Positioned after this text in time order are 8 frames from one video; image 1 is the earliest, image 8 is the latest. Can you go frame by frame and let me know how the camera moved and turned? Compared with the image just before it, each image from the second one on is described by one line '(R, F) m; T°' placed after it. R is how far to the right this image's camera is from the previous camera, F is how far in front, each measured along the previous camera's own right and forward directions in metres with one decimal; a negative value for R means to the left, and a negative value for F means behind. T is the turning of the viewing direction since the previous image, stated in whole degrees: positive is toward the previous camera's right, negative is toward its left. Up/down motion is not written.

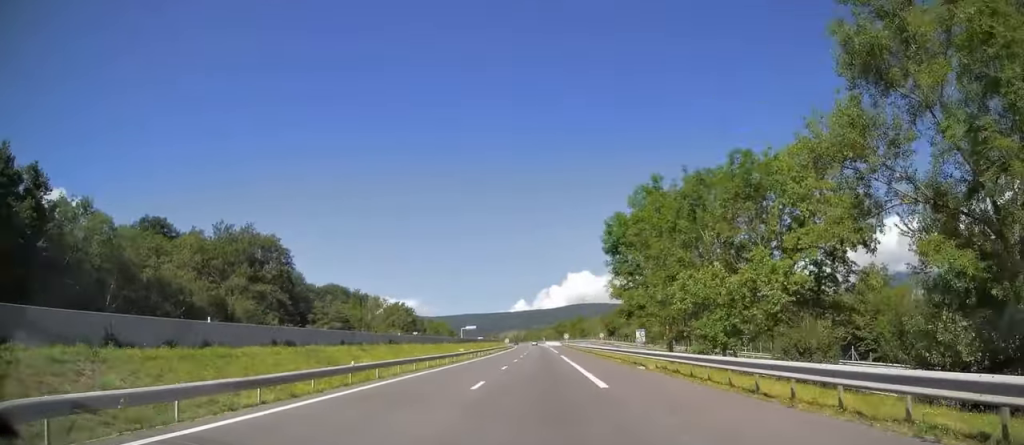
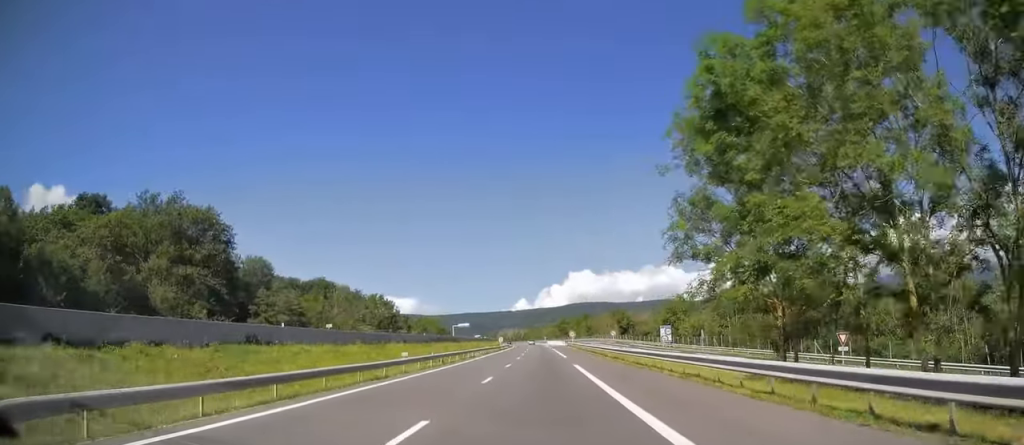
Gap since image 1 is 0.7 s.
(0.0, +22.9) m; 0°
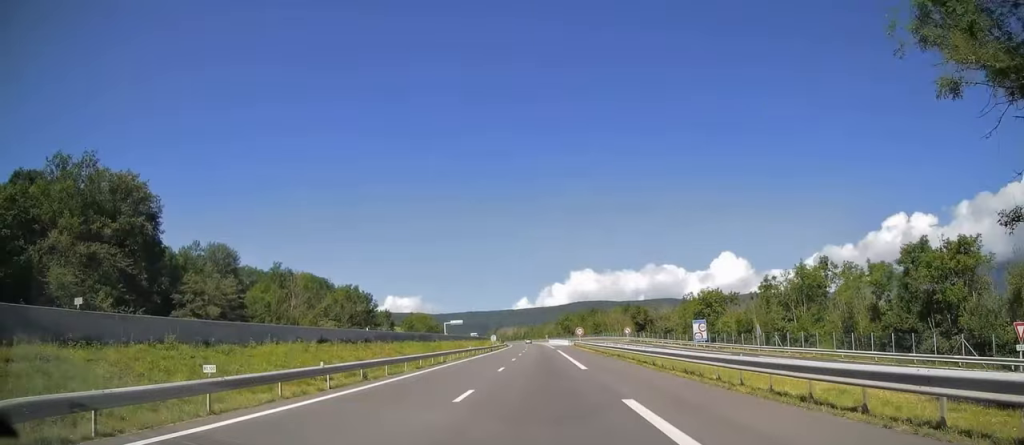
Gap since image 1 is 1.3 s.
(-0.1, +19.8) m; 0°
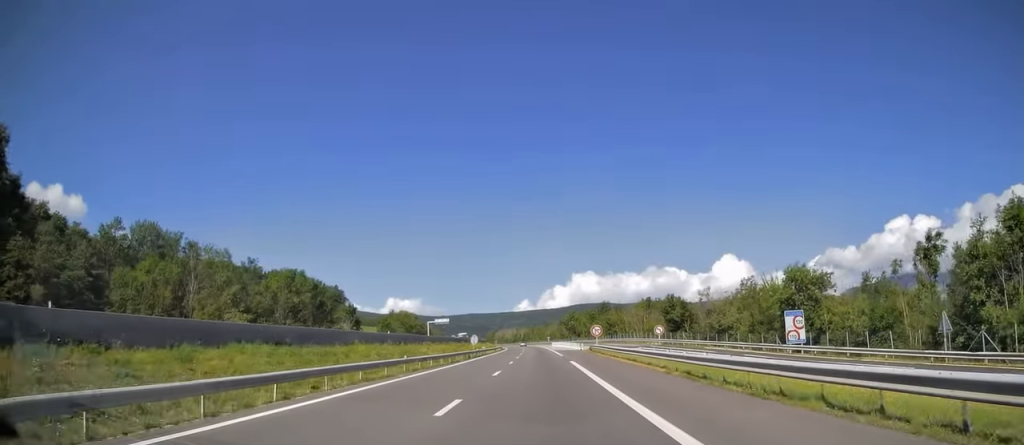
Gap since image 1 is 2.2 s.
(+0.4, +28.3) m; 0°
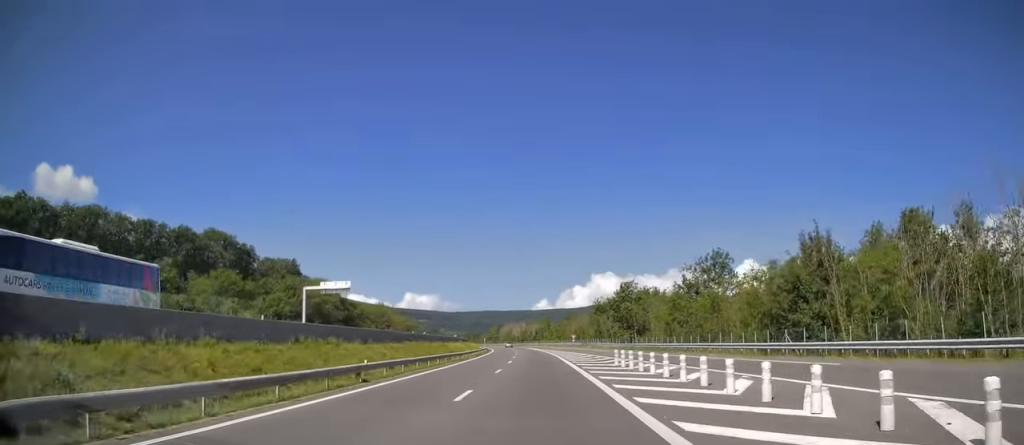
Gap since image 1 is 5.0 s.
(-1.7, +88.0) m; -3°
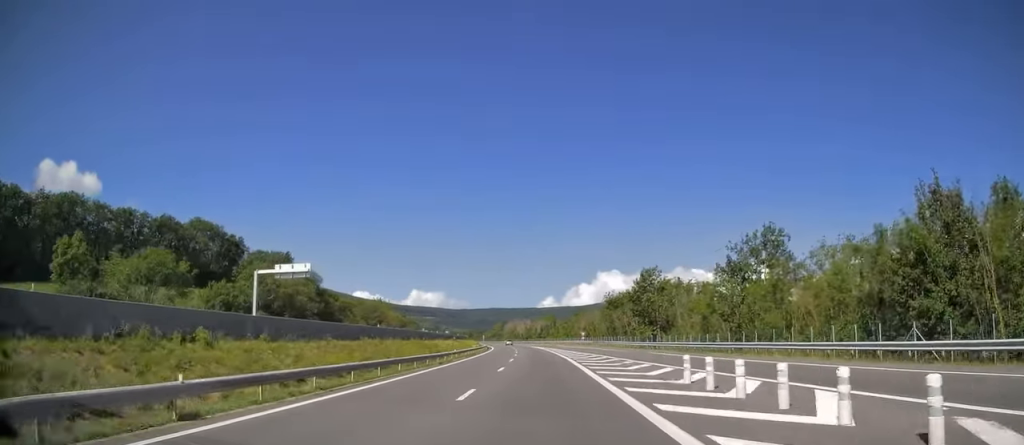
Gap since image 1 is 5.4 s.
(0.0, +13.3) m; -1°
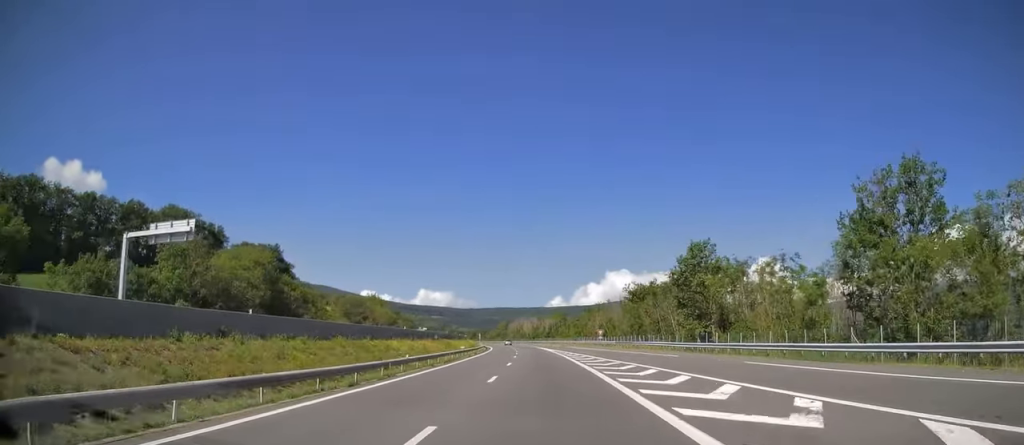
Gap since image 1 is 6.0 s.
(-0.3, +20.3) m; -1°
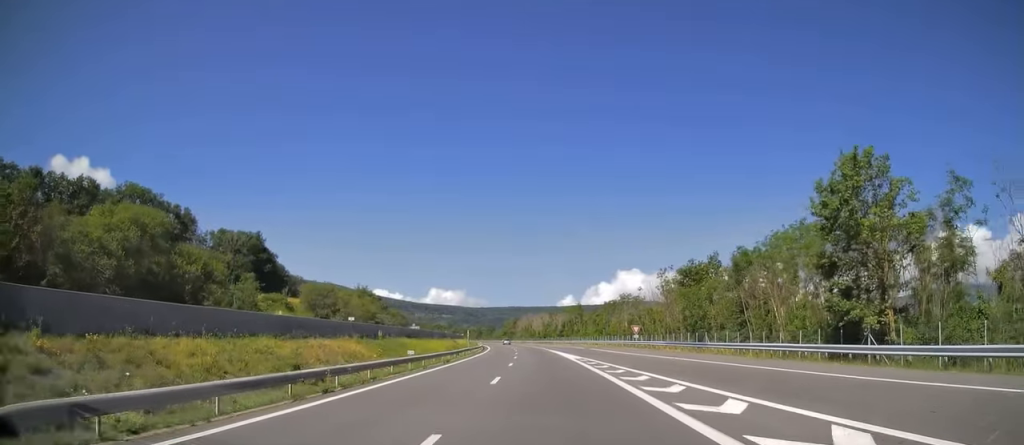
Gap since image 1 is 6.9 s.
(-0.1, +26.7) m; -1°
